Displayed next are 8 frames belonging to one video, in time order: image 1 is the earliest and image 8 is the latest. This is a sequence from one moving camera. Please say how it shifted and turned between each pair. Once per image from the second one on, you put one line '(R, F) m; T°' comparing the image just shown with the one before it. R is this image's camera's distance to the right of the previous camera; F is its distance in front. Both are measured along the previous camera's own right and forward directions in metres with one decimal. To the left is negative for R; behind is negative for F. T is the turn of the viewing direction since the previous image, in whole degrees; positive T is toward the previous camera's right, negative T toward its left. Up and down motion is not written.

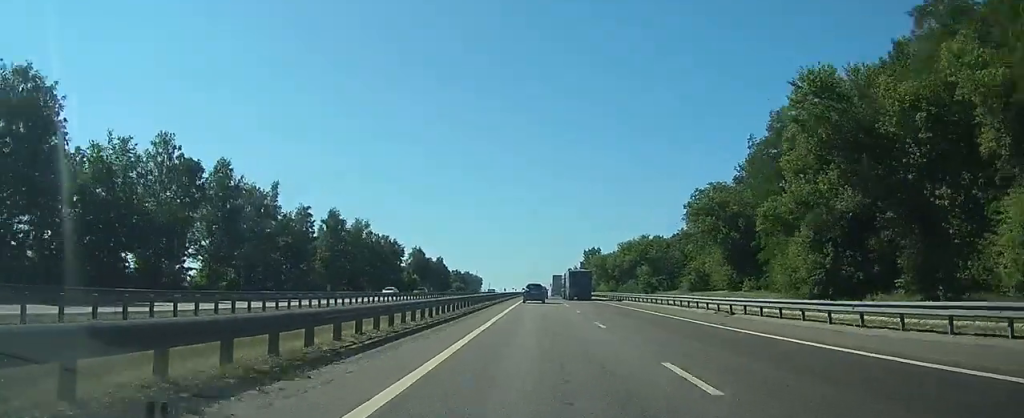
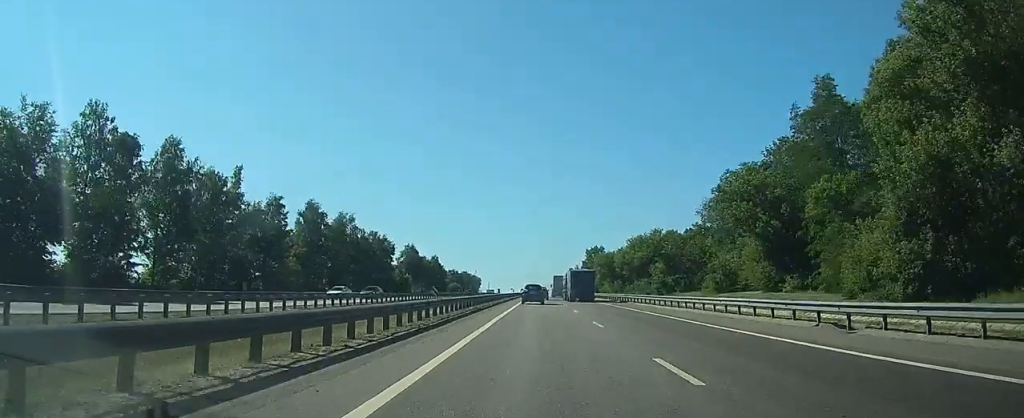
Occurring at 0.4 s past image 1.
(-0.1, +11.5) m; 0°
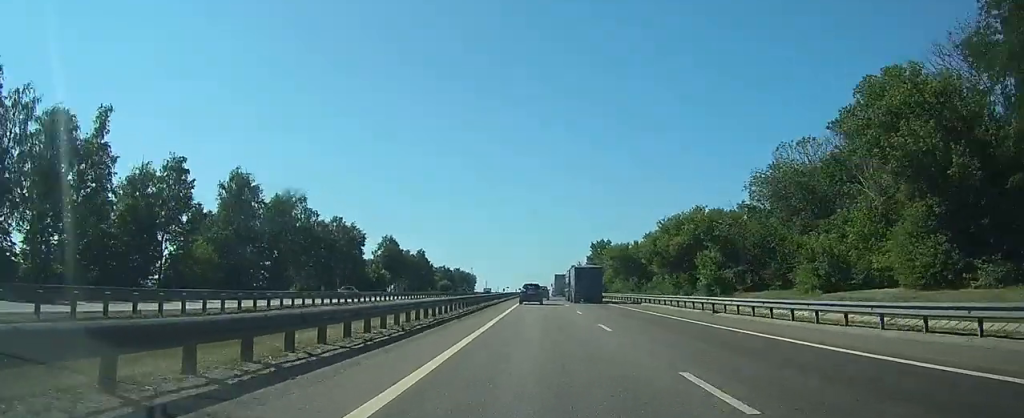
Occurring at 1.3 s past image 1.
(-0.1, +26.7) m; 0°
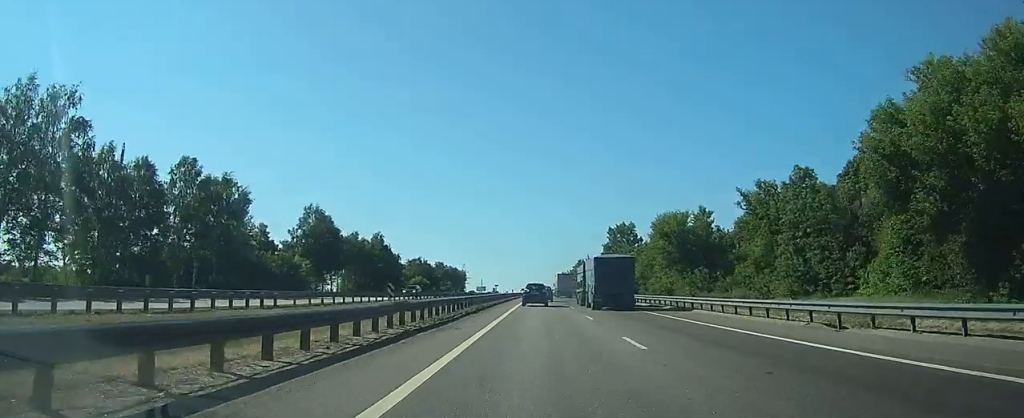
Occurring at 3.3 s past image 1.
(+0.5, +54.9) m; +1°
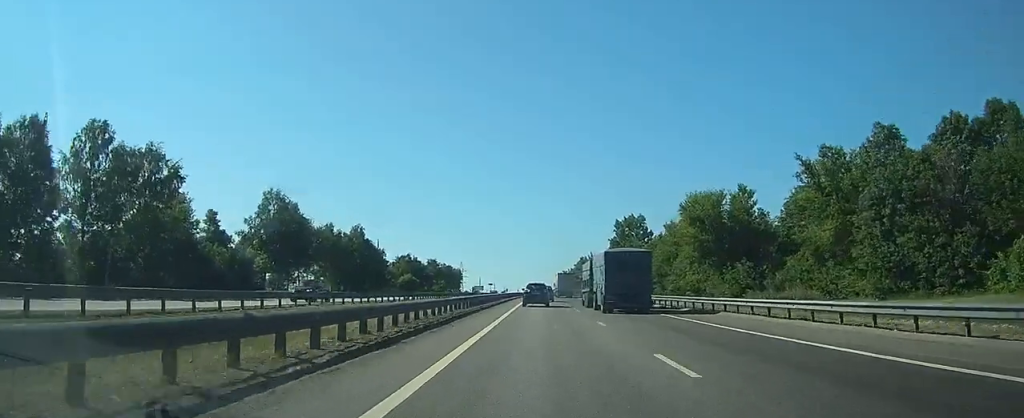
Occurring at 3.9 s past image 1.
(0.0, +16.9) m; 0°
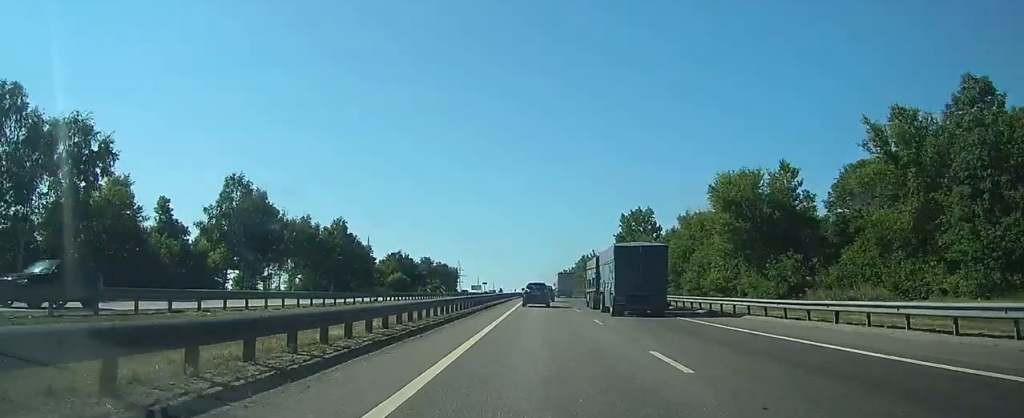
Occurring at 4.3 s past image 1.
(0.0, +12.3) m; 0°
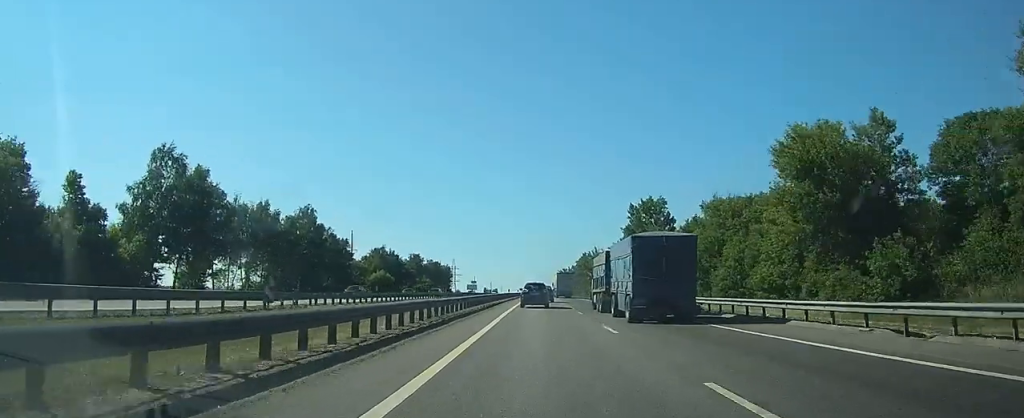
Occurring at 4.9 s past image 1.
(0.0, +17.3) m; 0°
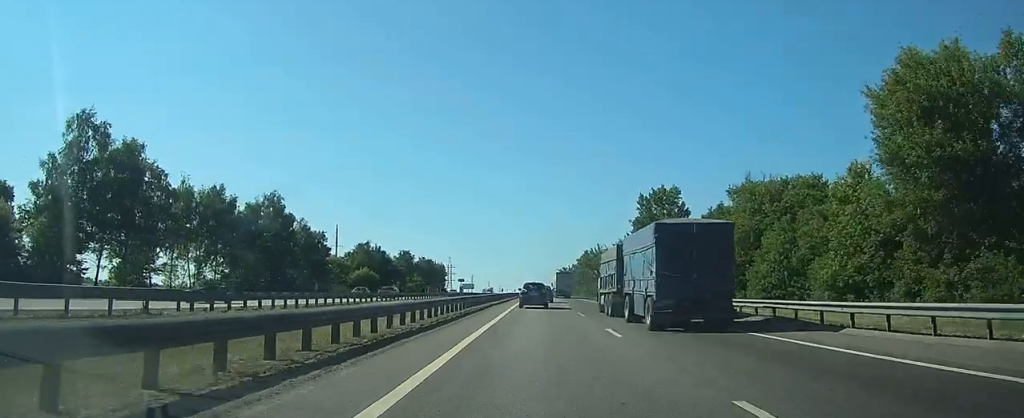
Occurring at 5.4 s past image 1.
(0.0, +14.6) m; 0°
